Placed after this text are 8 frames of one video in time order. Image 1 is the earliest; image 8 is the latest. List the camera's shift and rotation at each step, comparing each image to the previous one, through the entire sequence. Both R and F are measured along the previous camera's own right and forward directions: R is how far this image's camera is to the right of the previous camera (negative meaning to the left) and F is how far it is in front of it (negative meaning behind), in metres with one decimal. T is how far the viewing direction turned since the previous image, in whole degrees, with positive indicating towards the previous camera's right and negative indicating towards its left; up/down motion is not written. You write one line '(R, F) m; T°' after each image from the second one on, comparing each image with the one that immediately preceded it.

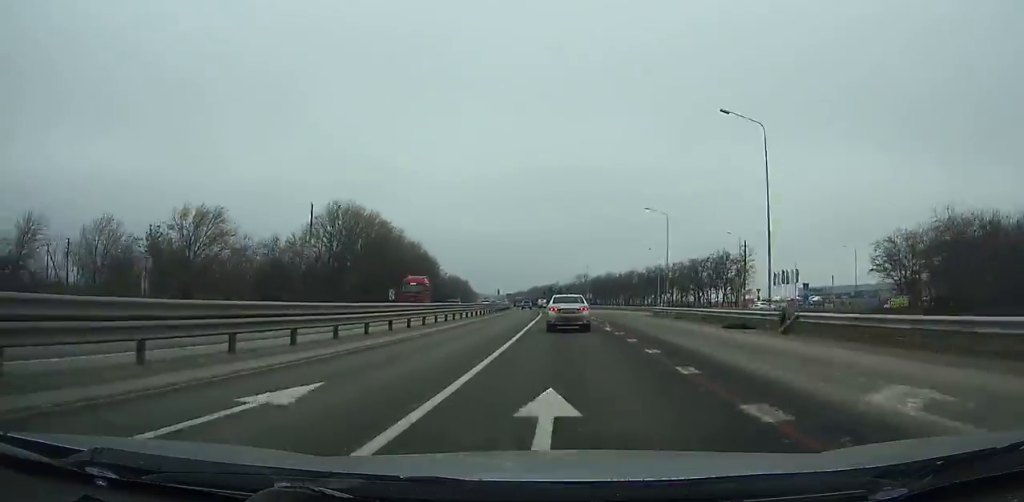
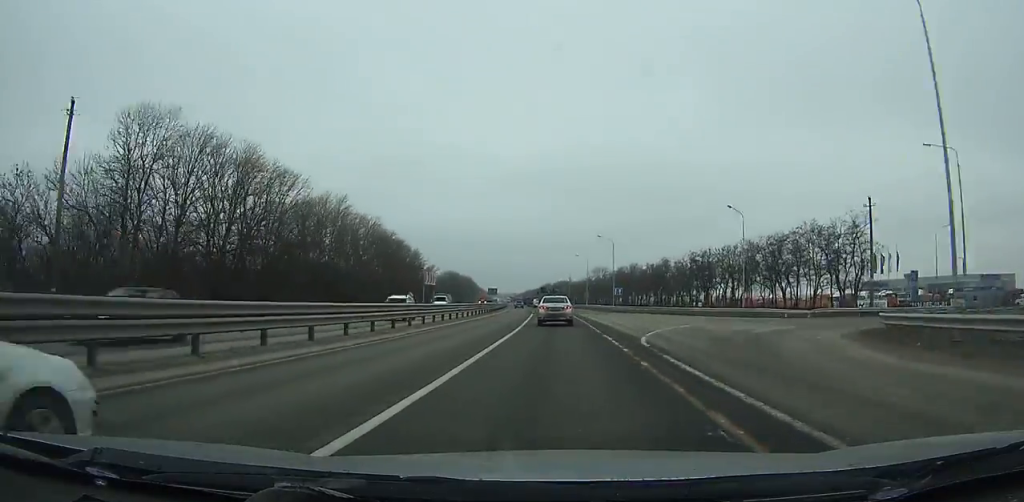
(-0.5, +43.4) m; -2°
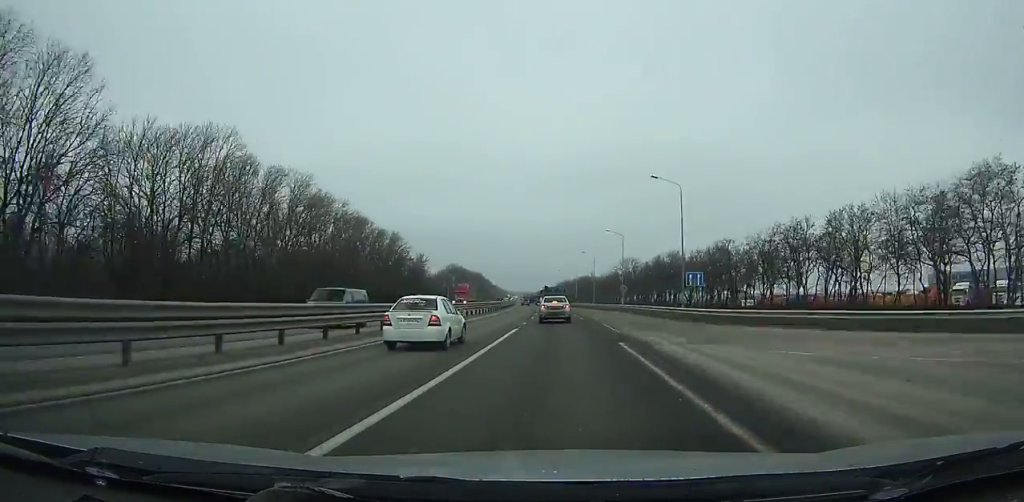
(-0.7, +39.0) m; -2°
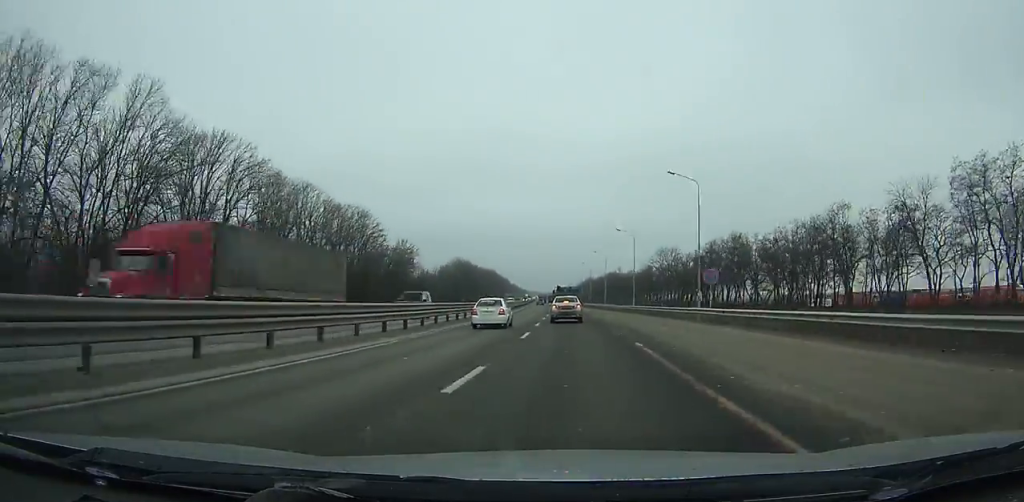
(-0.4, +34.1) m; -1°
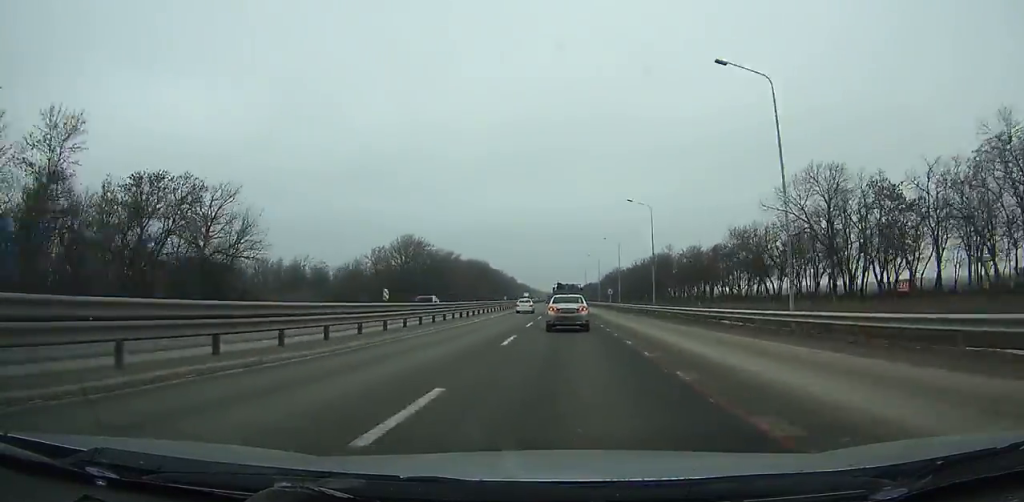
(-1.1, +83.4) m; -2°
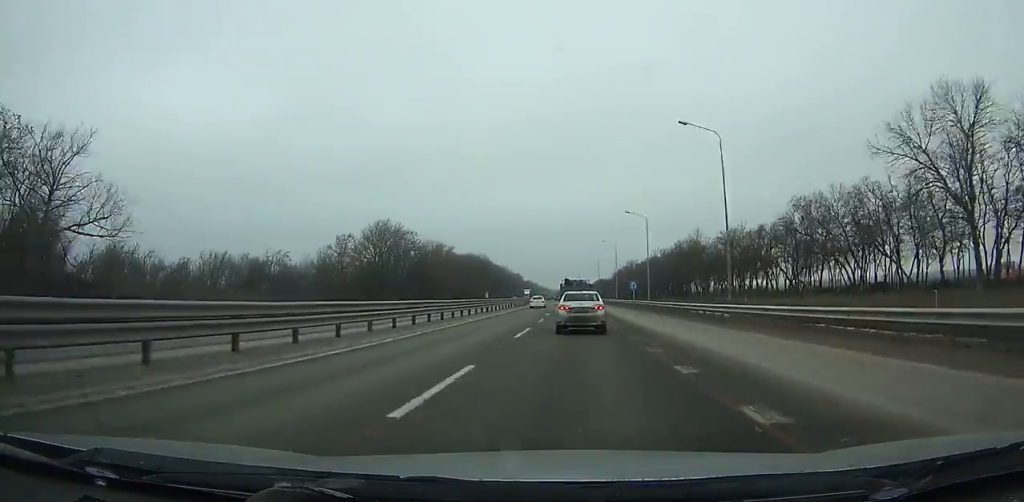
(-0.2, +22.1) m; 0°
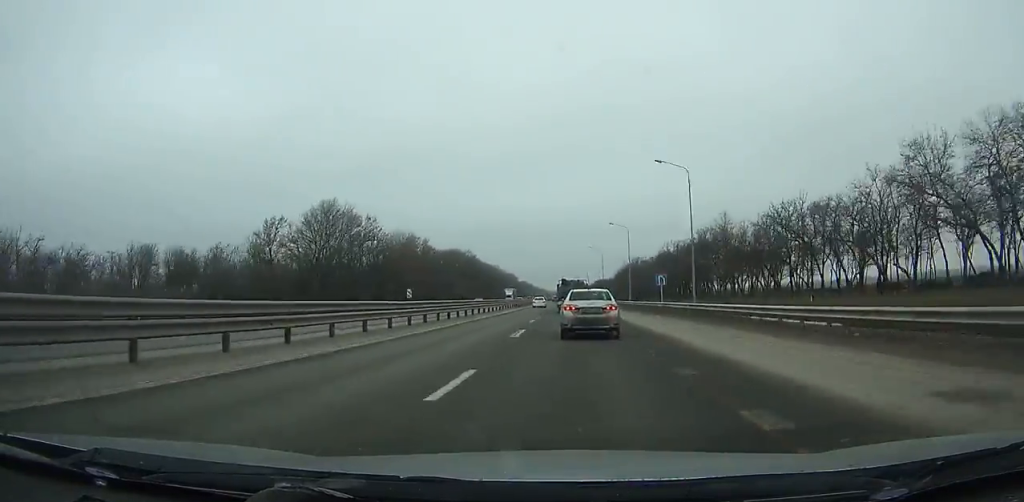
(-0.1, +23.7) m; 0°
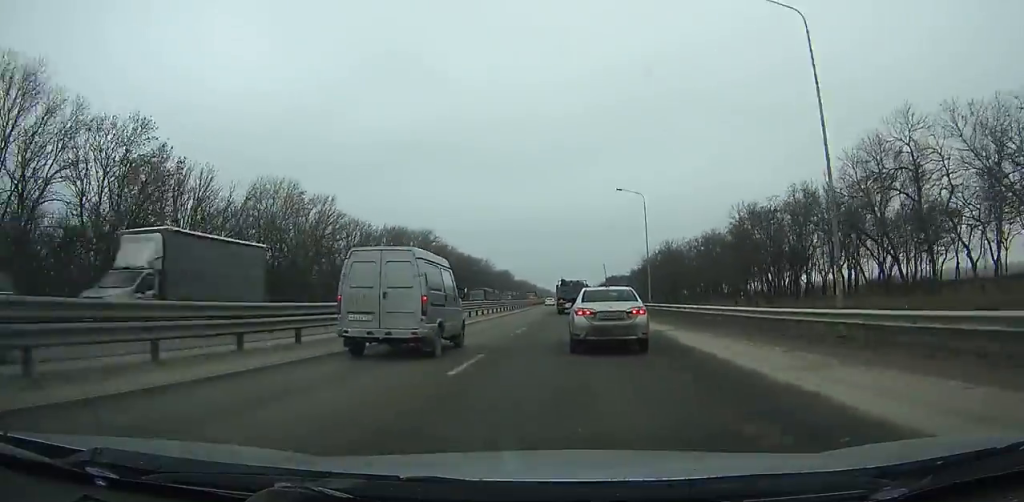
(+0.1, +55.6) m; 0°
